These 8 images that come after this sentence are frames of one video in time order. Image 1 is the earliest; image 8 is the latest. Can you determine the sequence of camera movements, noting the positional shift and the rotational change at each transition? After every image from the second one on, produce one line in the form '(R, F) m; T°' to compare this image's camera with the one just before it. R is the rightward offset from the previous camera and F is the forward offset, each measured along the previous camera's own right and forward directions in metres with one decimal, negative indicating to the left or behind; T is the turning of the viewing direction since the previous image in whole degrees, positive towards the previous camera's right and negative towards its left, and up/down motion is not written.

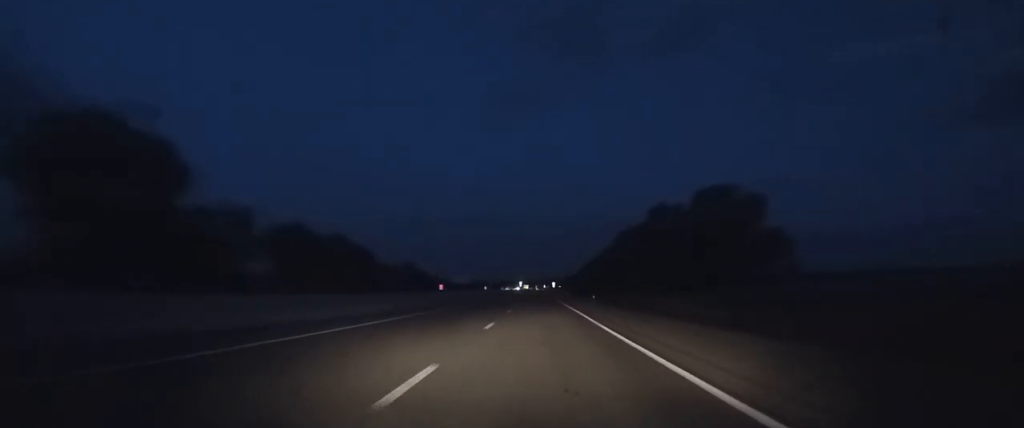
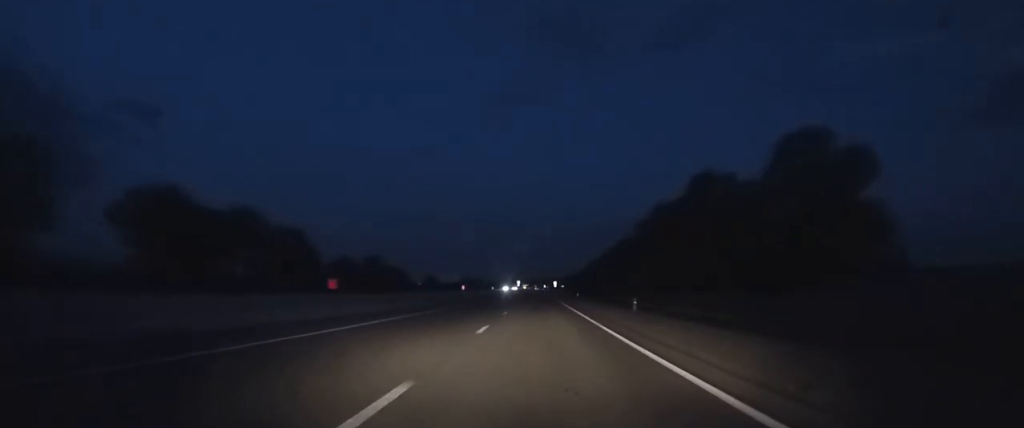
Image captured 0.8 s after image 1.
(0.0, +22.8) m; 0°
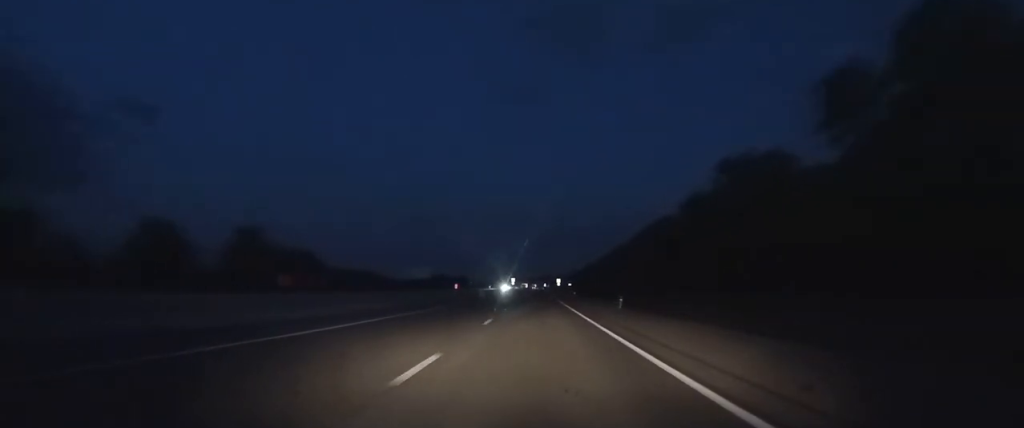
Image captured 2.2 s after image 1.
(0.0, +42.3) m; 0°
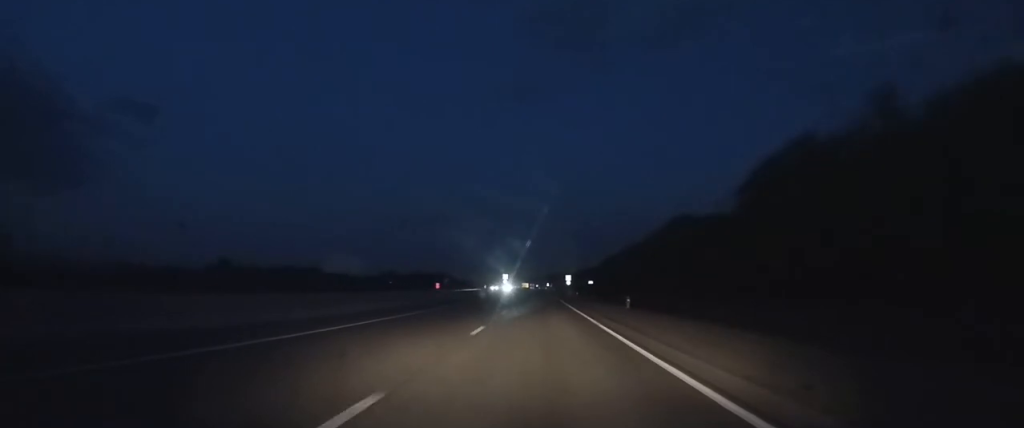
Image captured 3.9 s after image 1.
(-0.1, +51.9) m; 0°
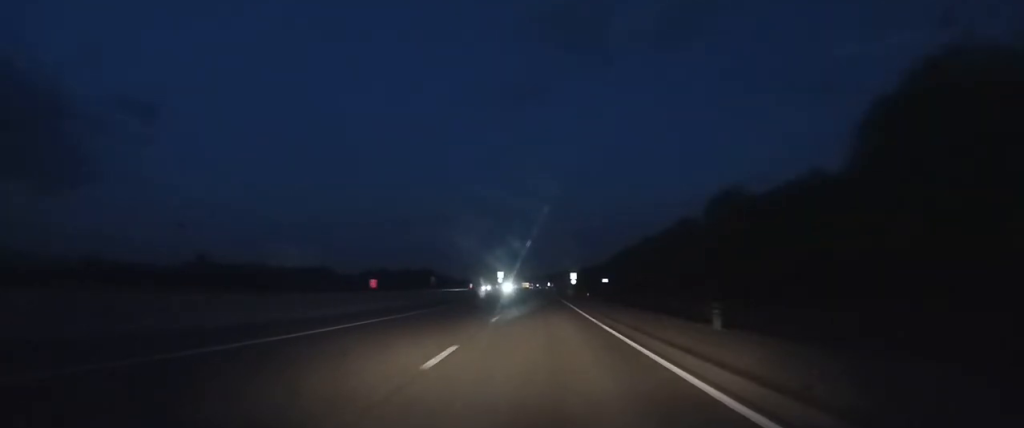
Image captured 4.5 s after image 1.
(0.0, +18.5) m; 0°
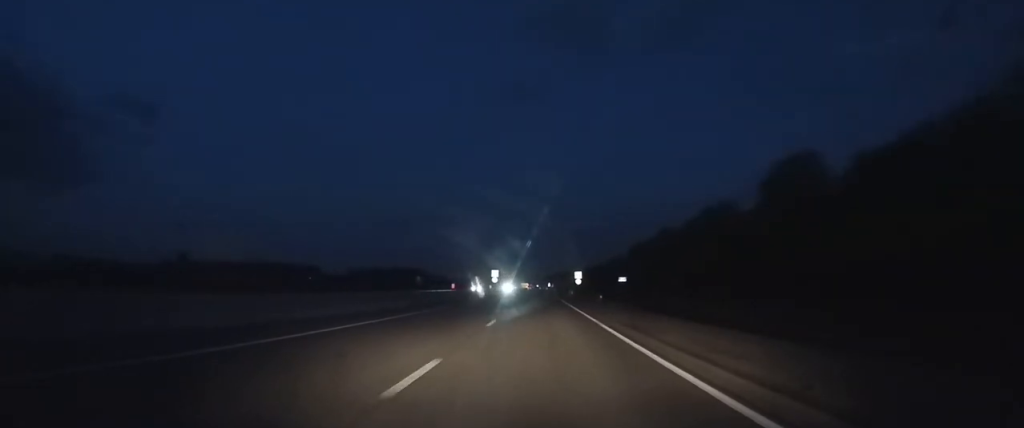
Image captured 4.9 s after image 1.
(0.0, +14.4) m; 0°
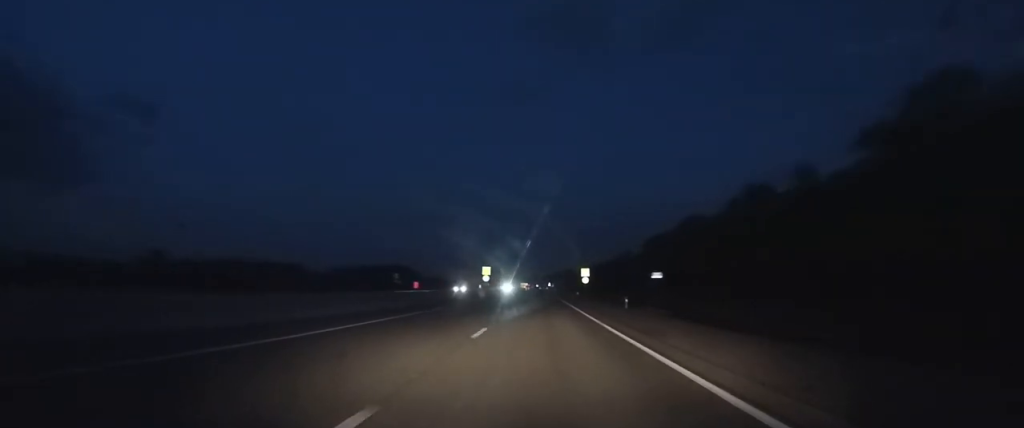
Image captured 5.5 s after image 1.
(0.0, +16.1) m; 0°
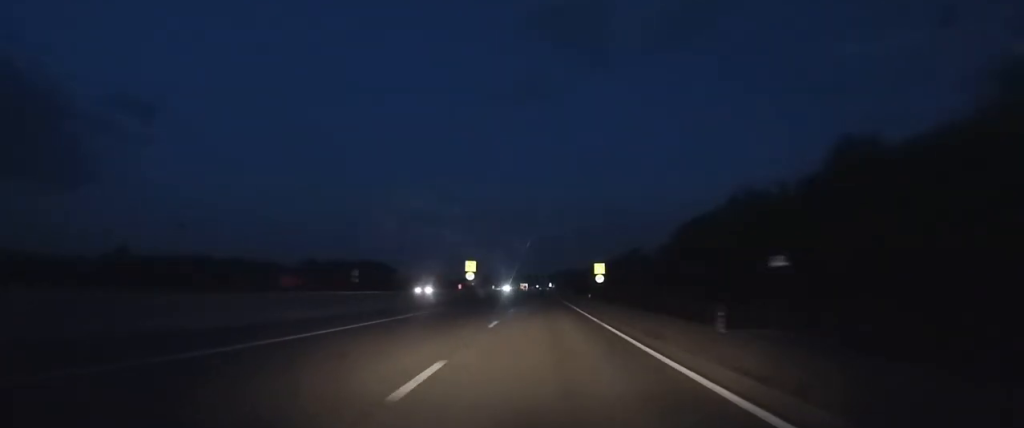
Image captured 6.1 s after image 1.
(0.0, +20.0) m; 0°
